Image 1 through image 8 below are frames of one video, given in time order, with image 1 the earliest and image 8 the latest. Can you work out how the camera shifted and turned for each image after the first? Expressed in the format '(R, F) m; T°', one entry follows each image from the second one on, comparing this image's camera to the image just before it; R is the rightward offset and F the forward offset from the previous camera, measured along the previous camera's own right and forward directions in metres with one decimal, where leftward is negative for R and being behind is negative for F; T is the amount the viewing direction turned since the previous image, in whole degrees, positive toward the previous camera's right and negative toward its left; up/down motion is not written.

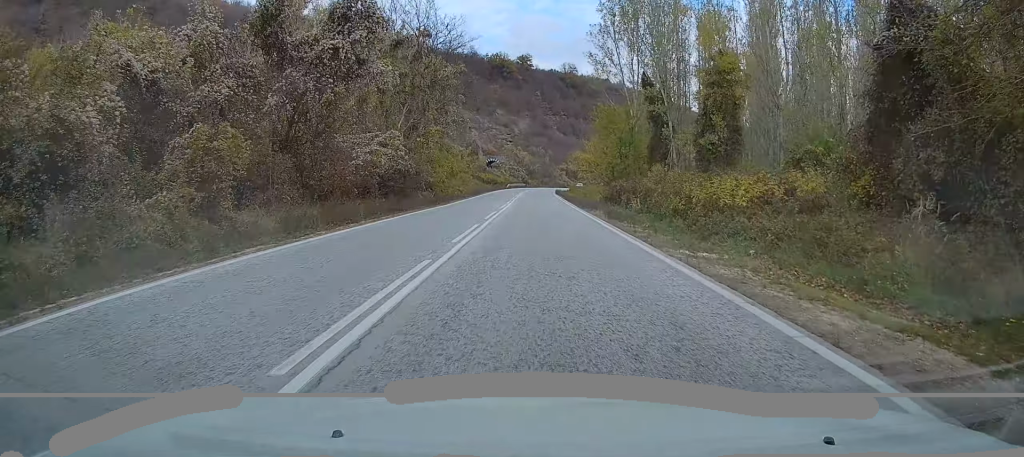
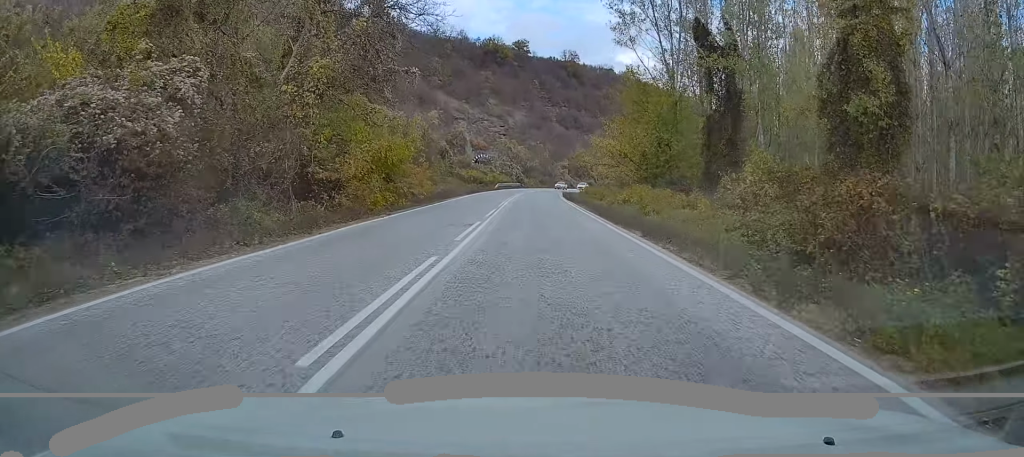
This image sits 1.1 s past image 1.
(0.0, +26.8) m; 0°
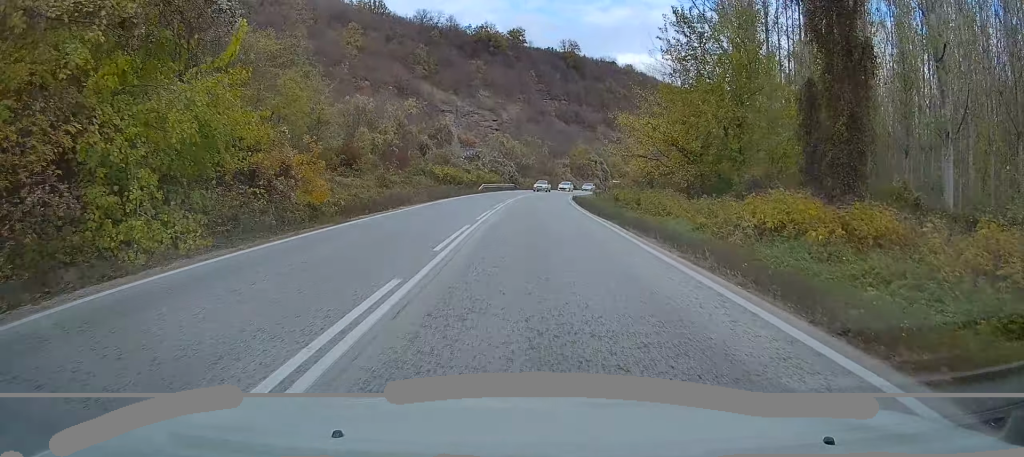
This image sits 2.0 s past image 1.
(0.0, +20.5) m; 0°
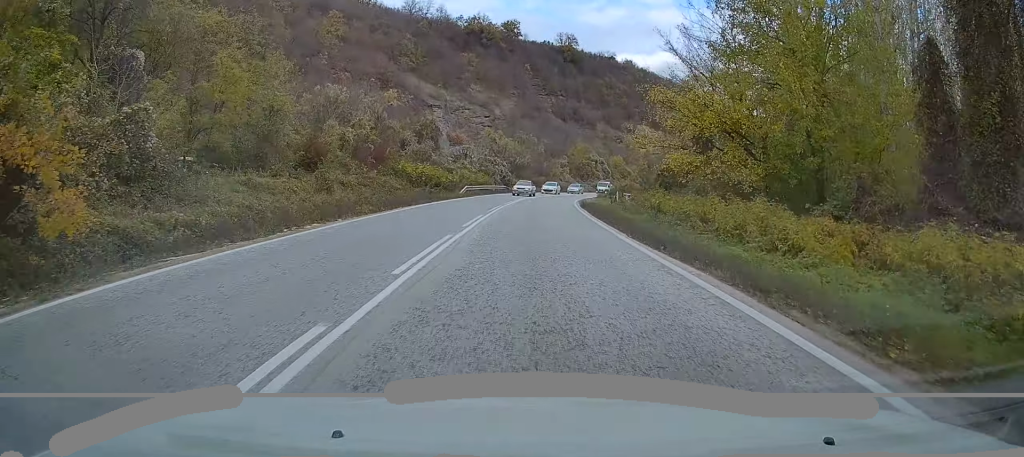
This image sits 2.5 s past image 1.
(0.0, +11.8) m; 0°
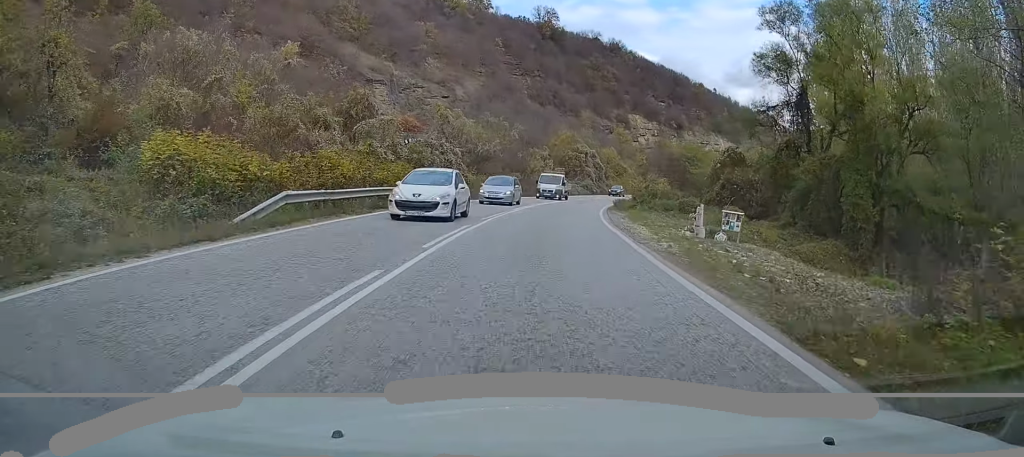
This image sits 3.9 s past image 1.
(+0.6, +33.2) m; +3°
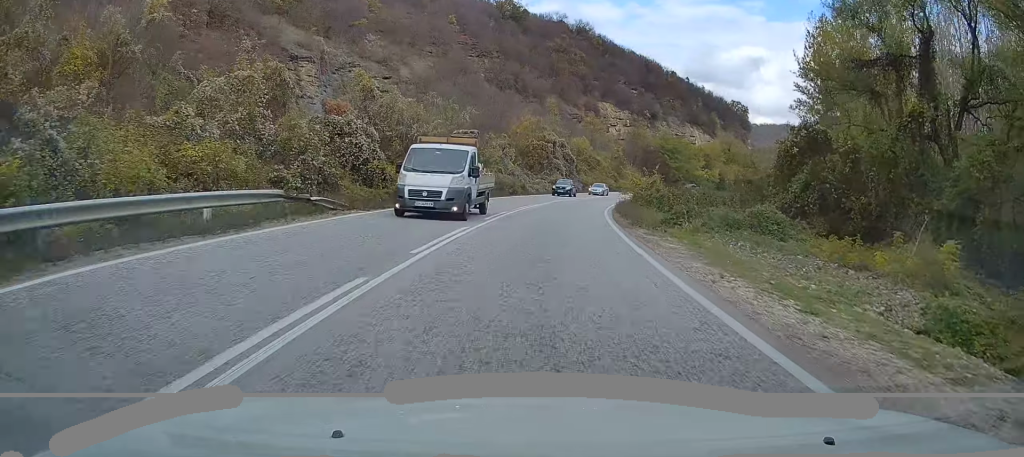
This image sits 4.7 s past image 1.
(+0.4, +18.9) m; +3°
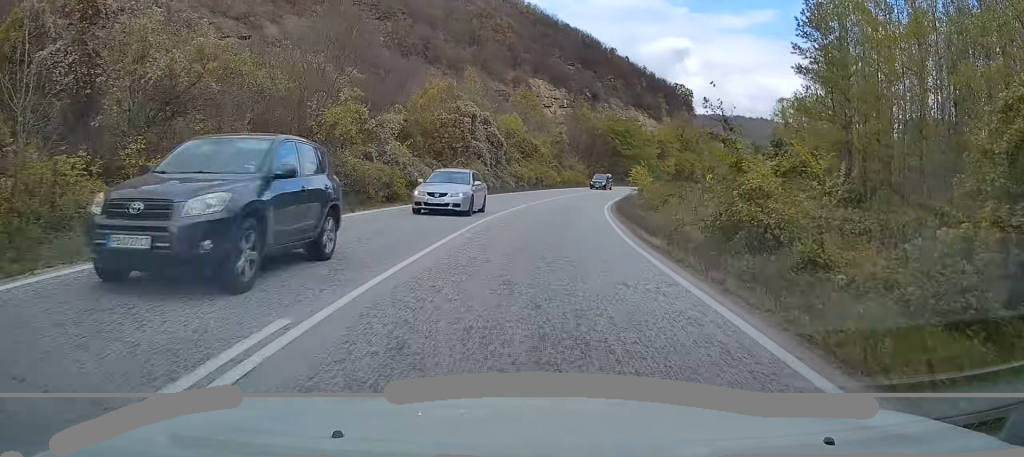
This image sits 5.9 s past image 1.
(+1.4, +29.0) m; +6°
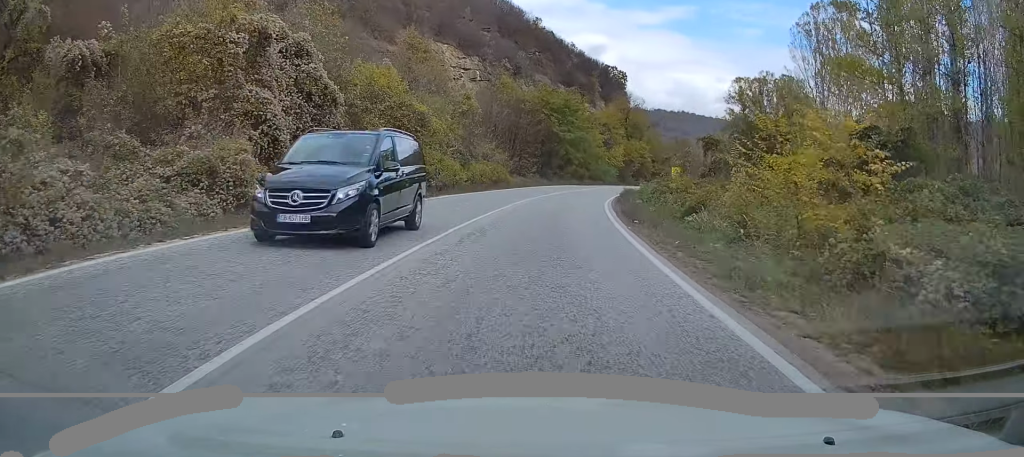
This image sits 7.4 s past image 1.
(+1.7, +34.1) m; +6°
